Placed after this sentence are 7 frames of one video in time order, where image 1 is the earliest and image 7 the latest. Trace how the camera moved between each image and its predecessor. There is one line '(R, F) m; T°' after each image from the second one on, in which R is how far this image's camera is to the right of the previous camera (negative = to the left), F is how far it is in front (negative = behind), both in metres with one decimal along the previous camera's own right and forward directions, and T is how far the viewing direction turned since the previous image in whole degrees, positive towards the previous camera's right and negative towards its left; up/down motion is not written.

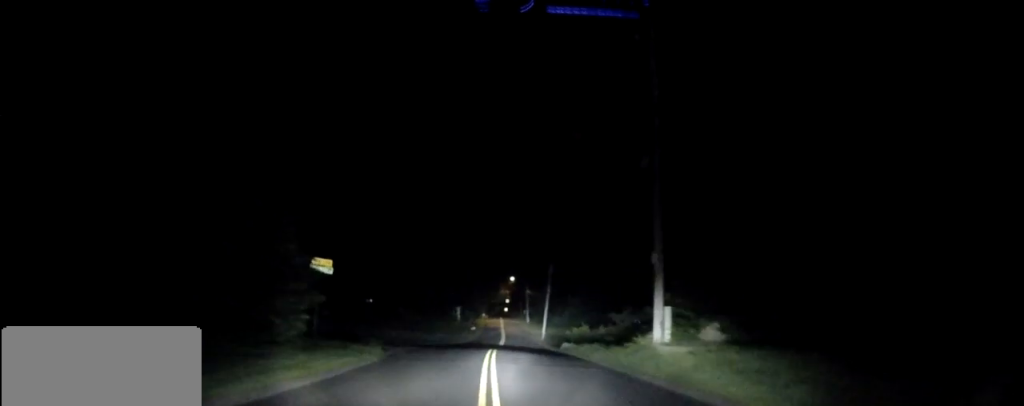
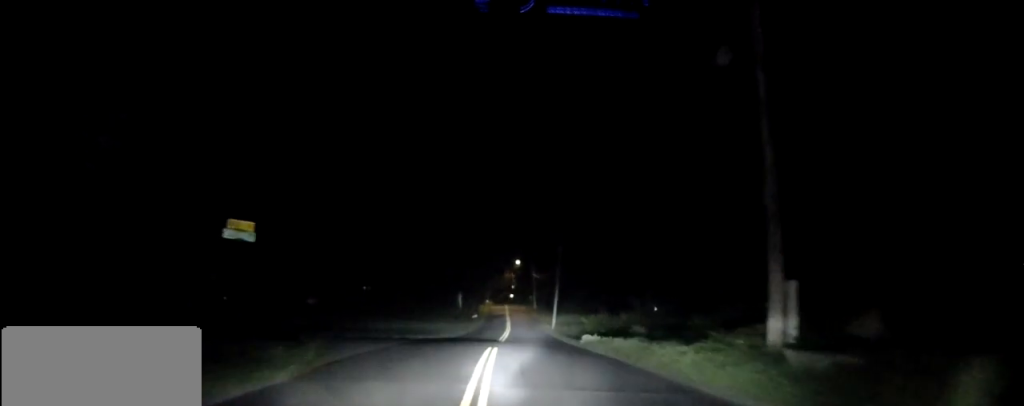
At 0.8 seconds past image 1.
(-0.1, +7.2) m; -2°
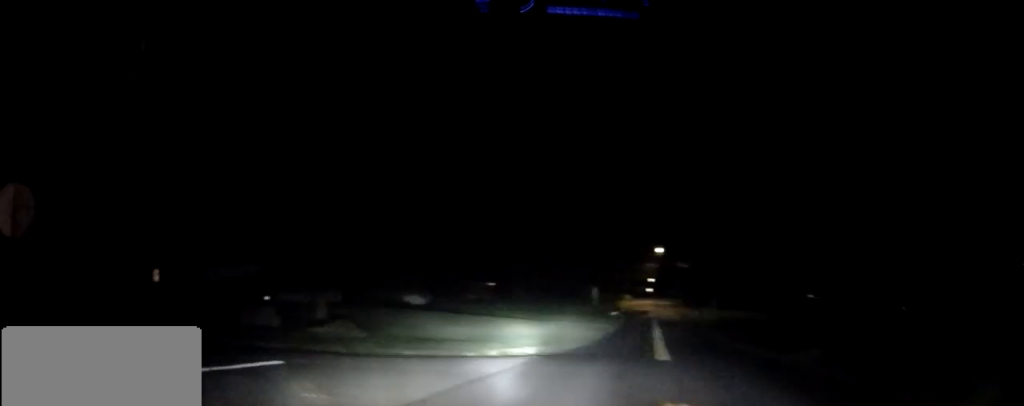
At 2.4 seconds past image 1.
(-0.8, +11.5) m; -18°
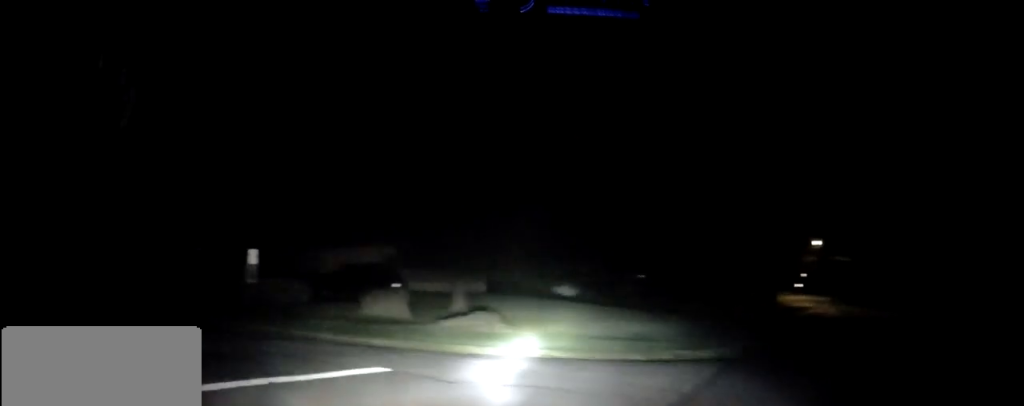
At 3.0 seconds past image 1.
(-0.5, +3.8) m; -15°
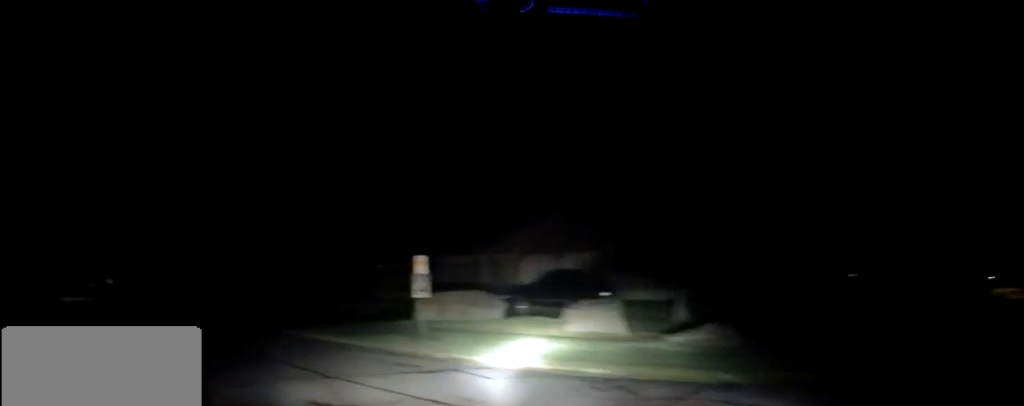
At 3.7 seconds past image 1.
(-0.8, +4.2) m; -19°
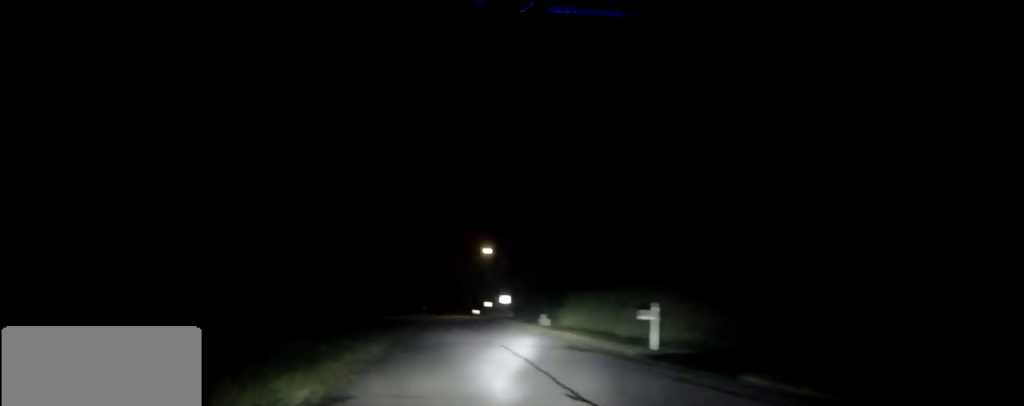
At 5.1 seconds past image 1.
(-2.9, +8.7) m; -33°
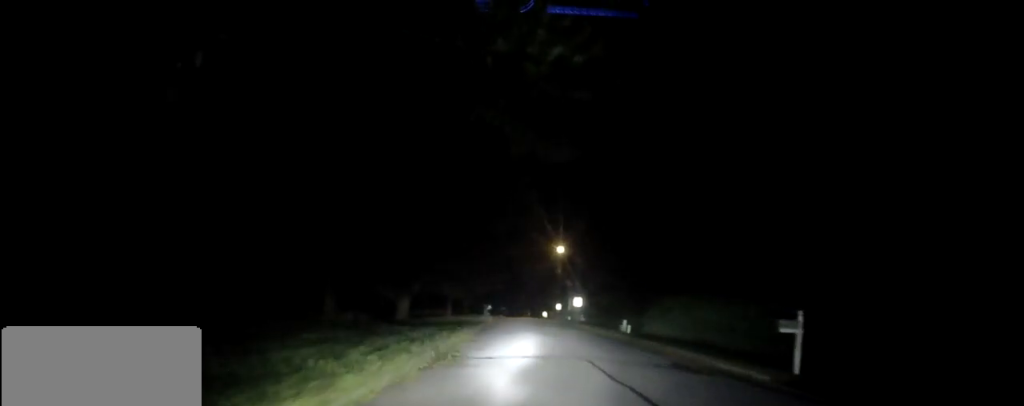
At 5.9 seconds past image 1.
(-0.6, +5.9) m; -4°
